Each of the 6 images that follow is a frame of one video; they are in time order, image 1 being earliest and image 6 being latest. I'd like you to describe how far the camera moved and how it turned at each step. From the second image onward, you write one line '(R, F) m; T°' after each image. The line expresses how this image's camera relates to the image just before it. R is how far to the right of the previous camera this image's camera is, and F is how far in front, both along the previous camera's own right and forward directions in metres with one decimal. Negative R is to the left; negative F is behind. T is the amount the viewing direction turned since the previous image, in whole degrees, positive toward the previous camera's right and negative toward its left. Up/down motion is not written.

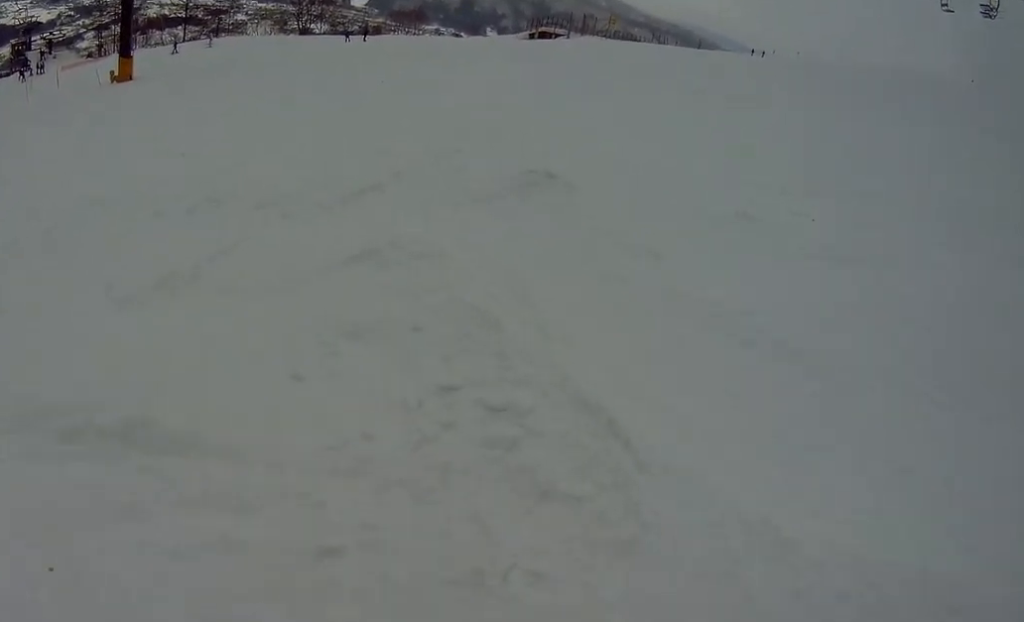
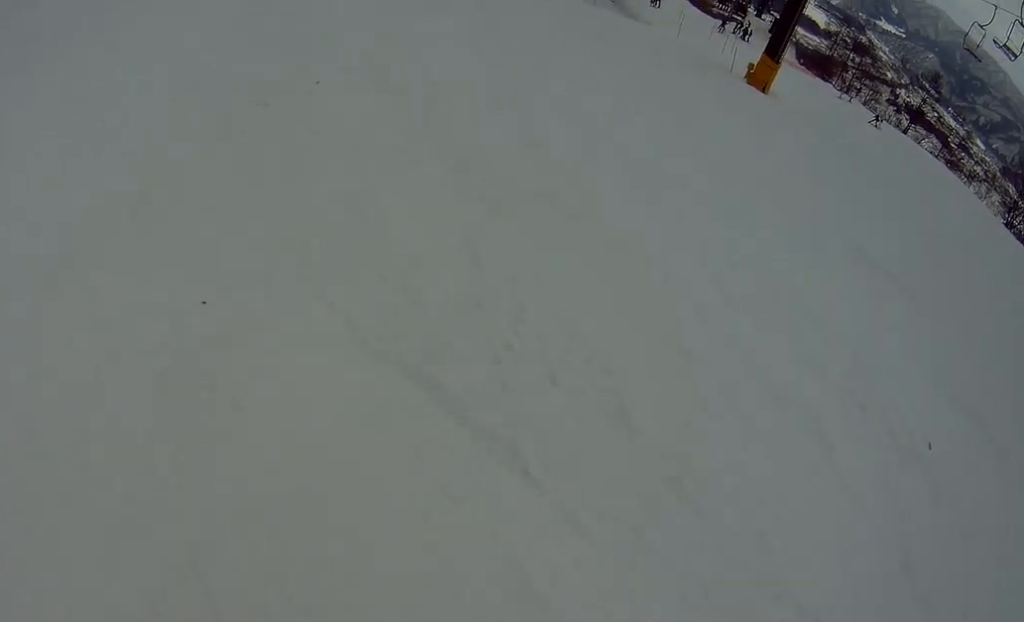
(-1.2, +15.2) m; -32°
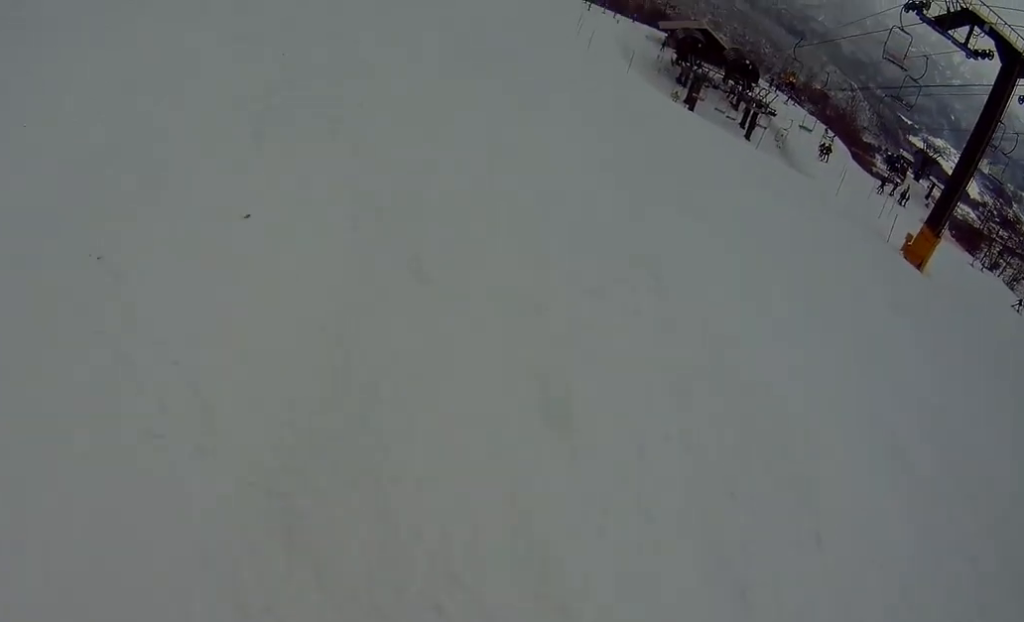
(-0.7, +2.2) m; -14°
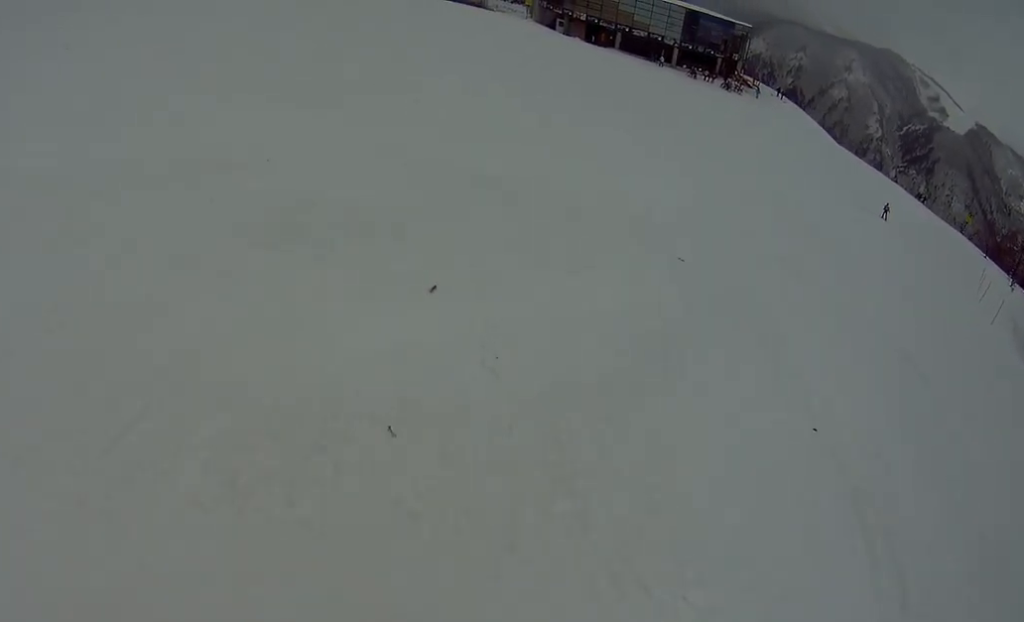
(-2.4, +6.7) m; -39°
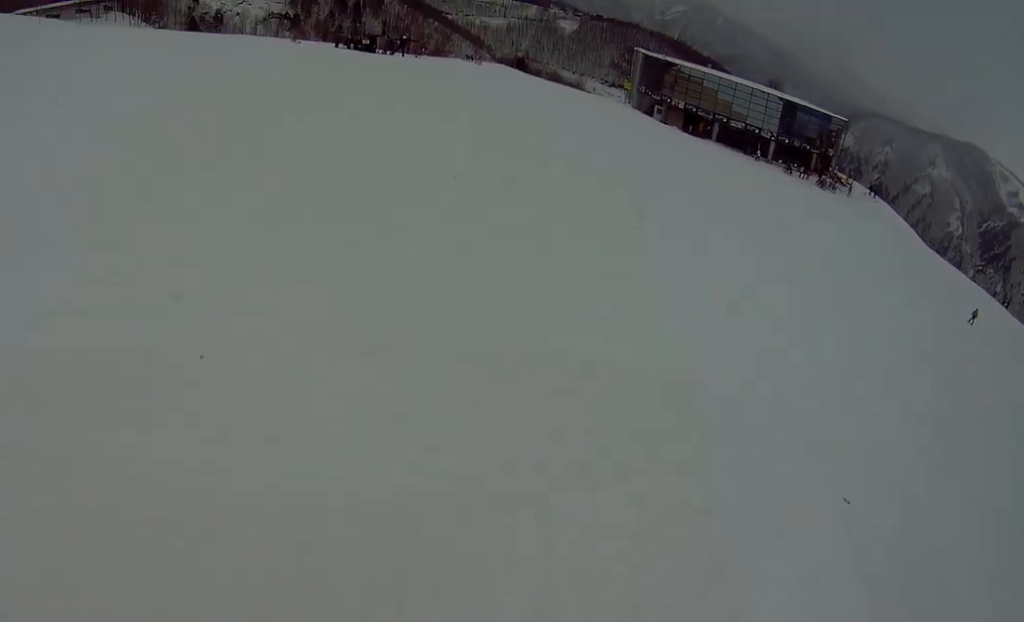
(-0.5, +1.9) m; -1°
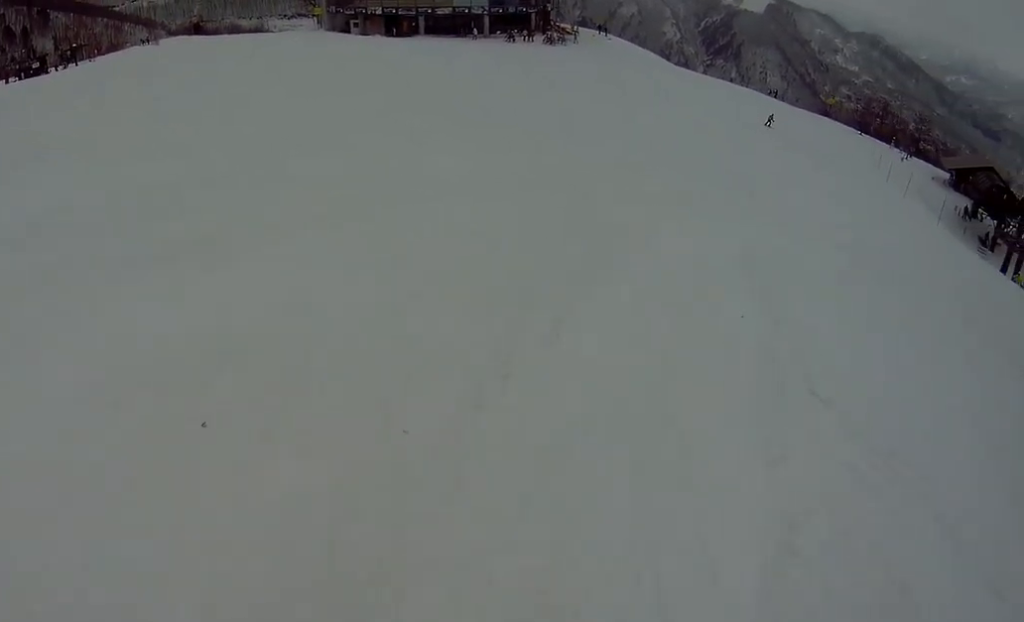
(+0.1, +5.1) m; +2°
